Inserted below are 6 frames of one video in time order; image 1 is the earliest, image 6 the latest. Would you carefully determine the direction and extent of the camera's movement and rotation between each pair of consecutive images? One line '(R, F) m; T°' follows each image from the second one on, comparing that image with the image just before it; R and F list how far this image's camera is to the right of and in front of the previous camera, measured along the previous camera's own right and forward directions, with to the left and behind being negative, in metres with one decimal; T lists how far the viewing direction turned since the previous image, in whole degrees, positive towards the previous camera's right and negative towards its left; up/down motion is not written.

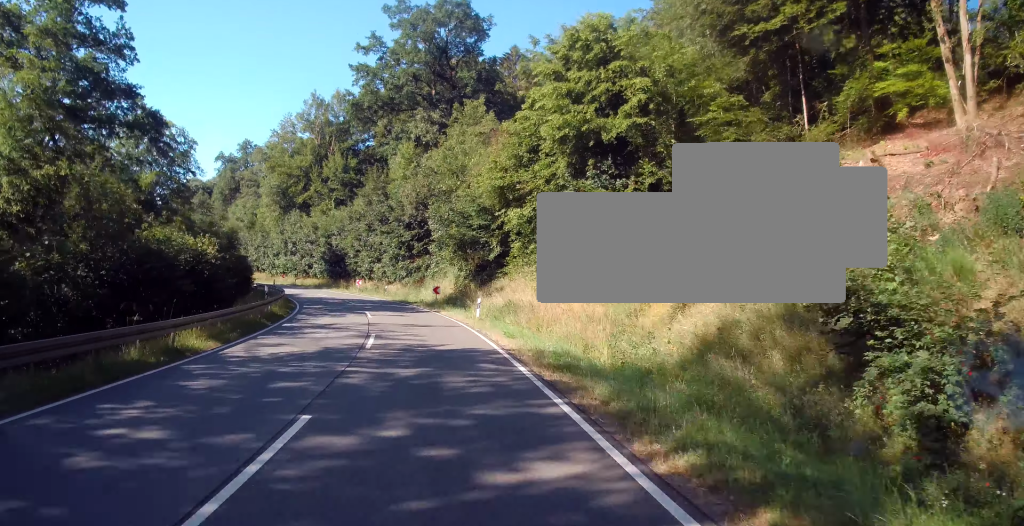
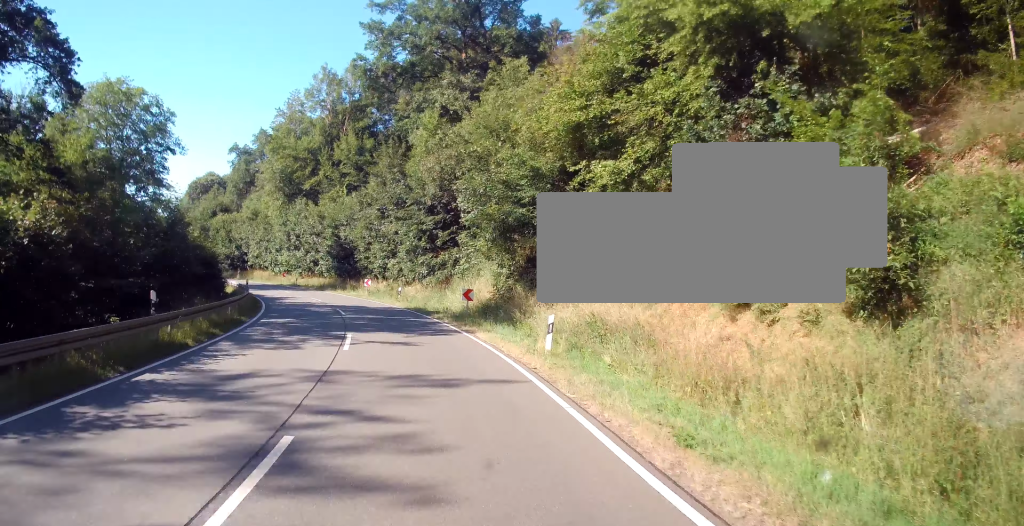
(-0.2, +13.5) m; -3°
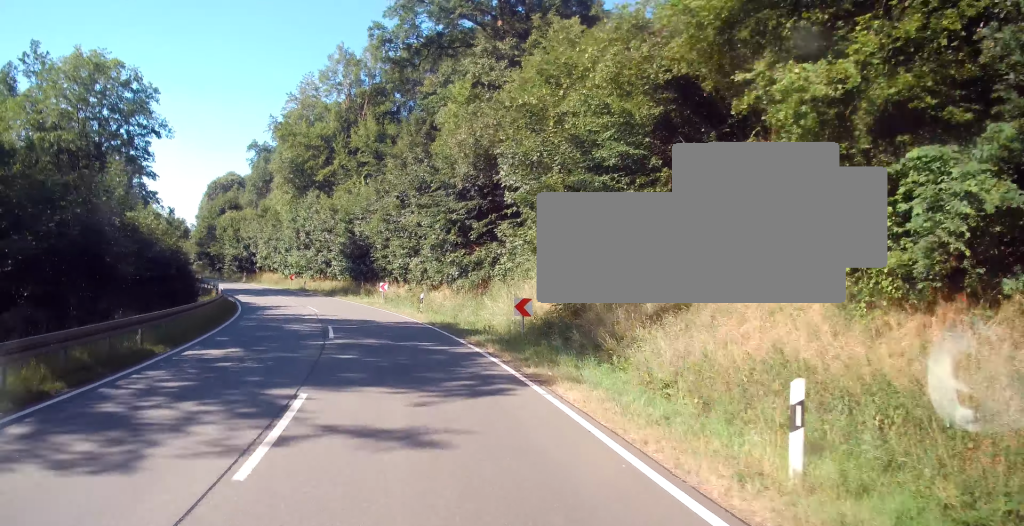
(-0.1, +9.7) m; -3°
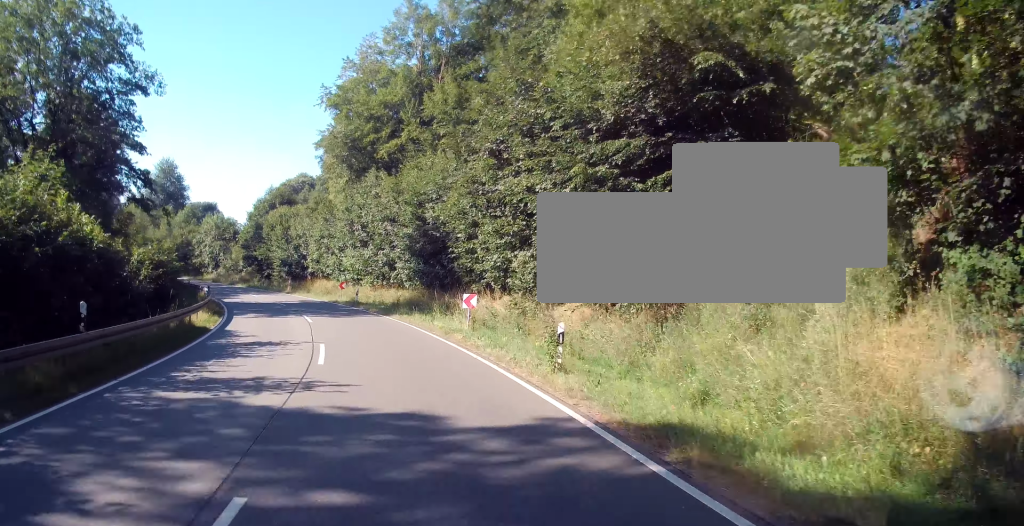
(-1.0, +17.1) m; -7°
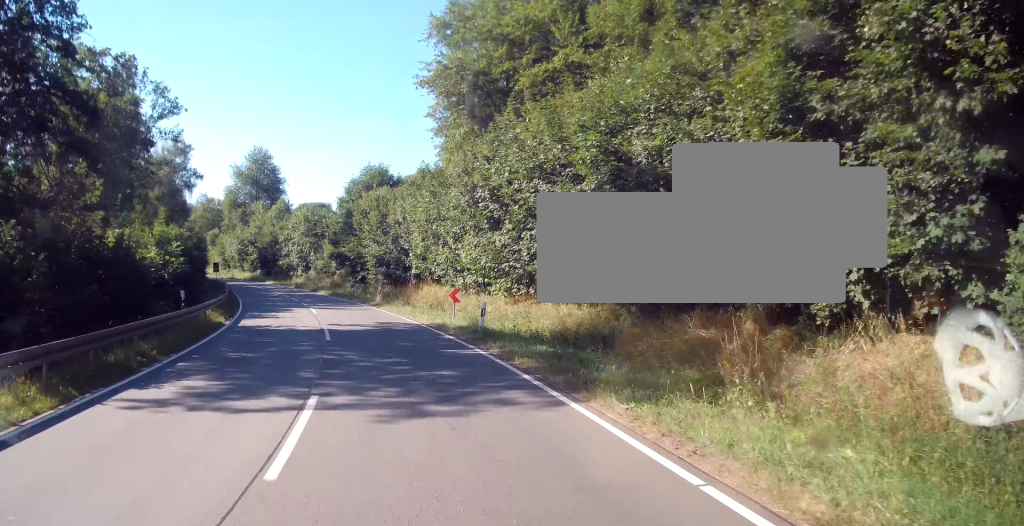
(-1.7, +20.7) m; -10°
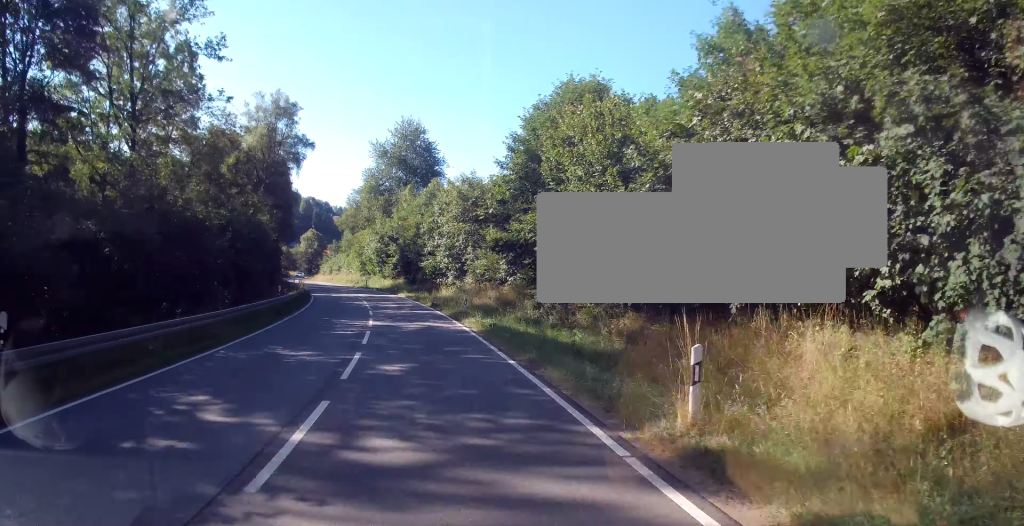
(-4.1, +30.8) m; -13°
